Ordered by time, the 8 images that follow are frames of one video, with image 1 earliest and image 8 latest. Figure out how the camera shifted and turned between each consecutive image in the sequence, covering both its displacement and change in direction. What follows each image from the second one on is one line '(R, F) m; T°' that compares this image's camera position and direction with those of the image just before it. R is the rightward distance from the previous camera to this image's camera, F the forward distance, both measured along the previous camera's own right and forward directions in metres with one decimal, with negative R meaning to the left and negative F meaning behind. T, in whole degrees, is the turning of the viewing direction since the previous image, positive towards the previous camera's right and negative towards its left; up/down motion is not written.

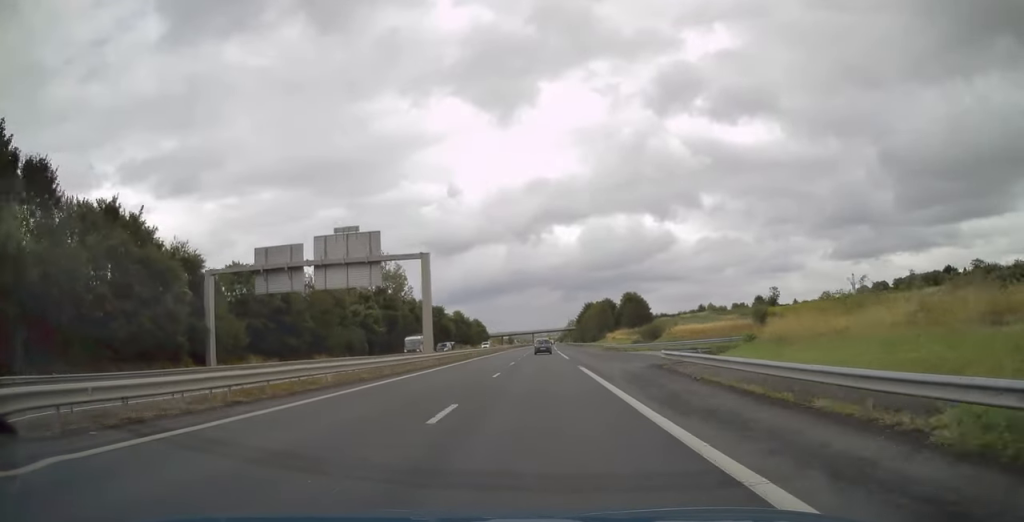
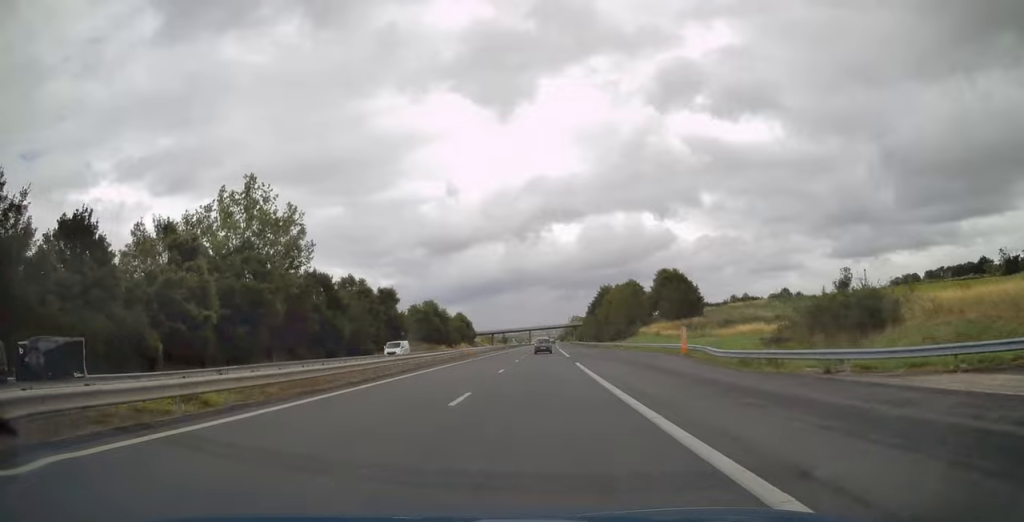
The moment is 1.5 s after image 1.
(+0.2, +49.6) m; 0°
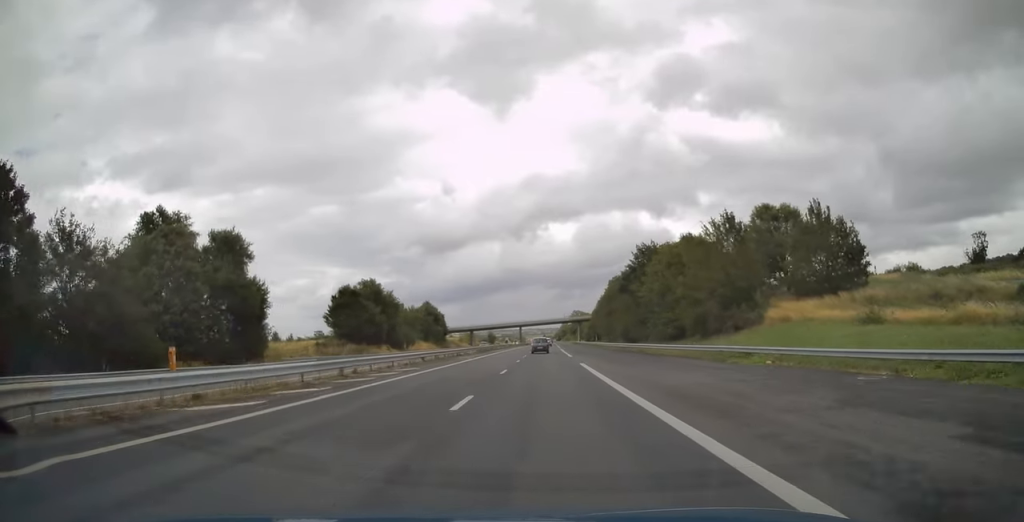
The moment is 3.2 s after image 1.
(+0.1, +53.7) m; -1°
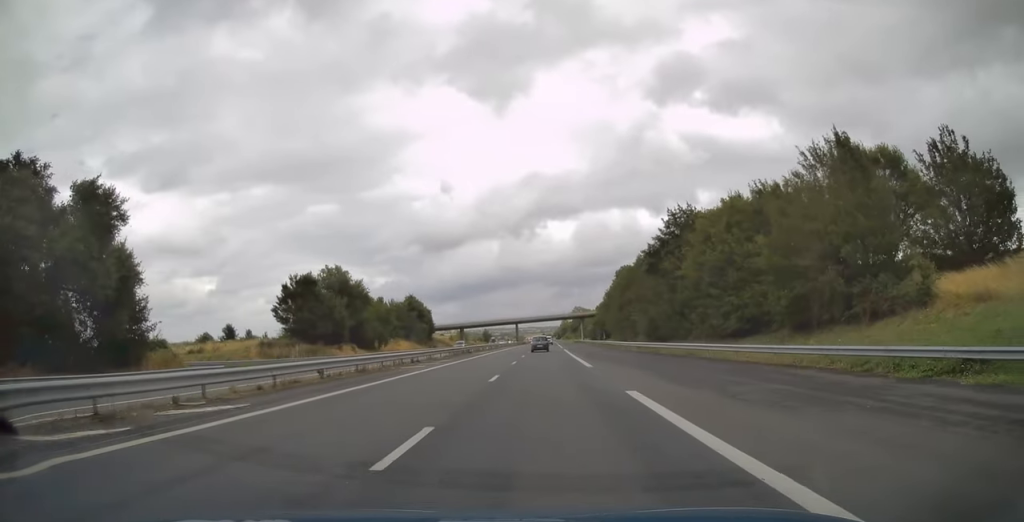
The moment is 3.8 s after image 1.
(-0.2, +18.5) m; 0°
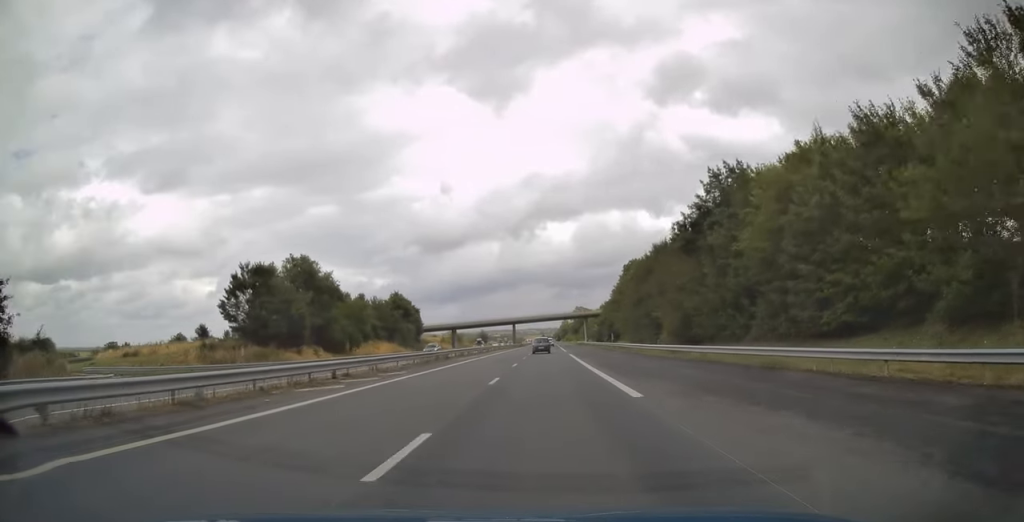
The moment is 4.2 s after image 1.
(-0.3, +13.6) m; 0°
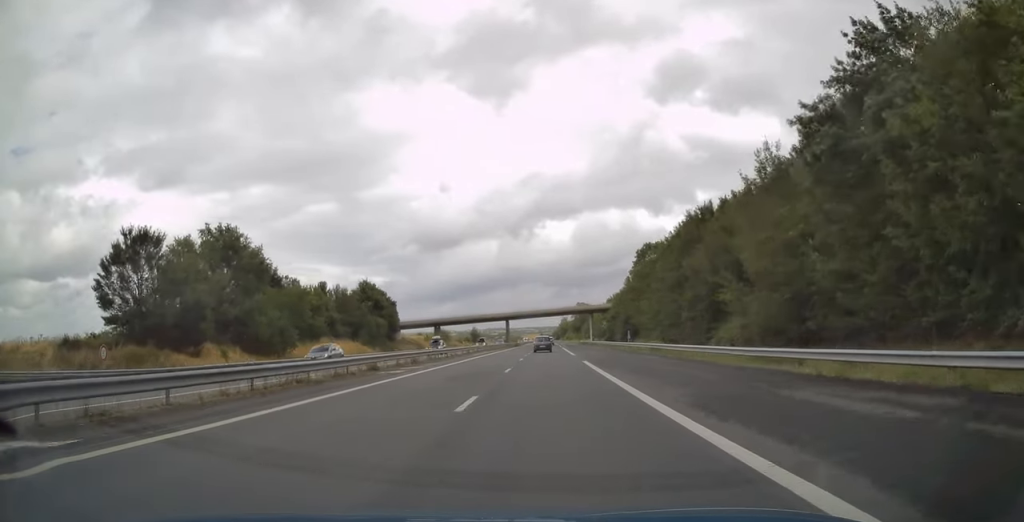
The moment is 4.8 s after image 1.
(+0.5, +20.6) m; +1°
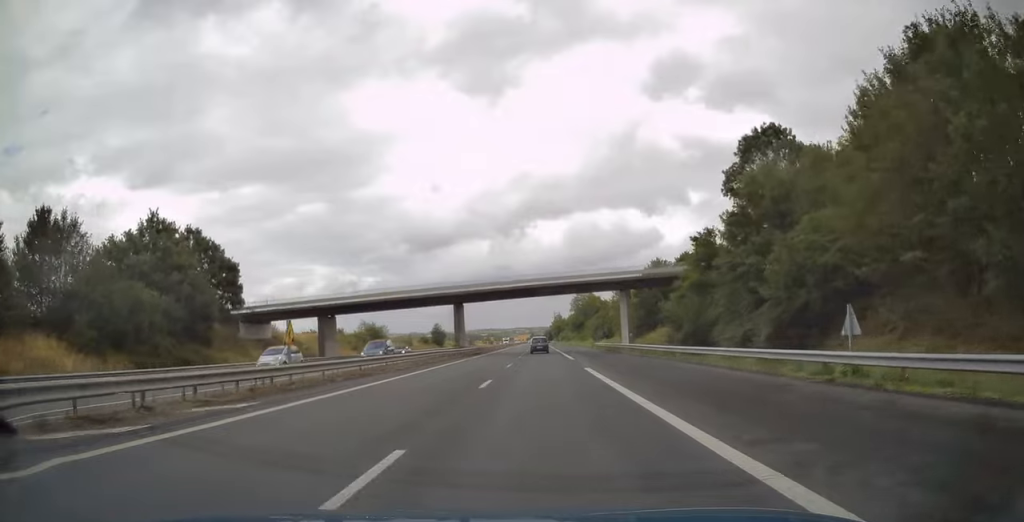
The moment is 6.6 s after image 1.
(-0.1, +59.4) m; 0°
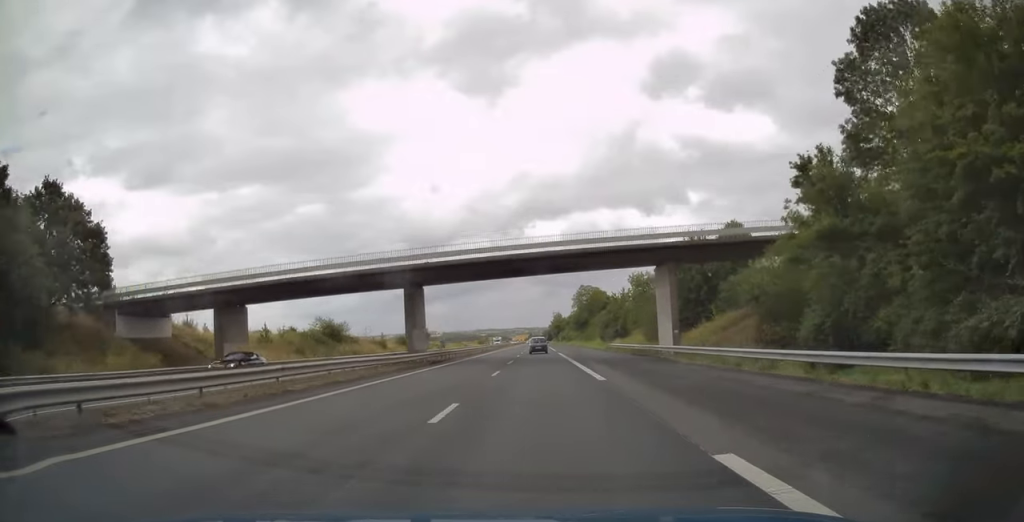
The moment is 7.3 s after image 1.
(-0.1, +20.6) m; 0°
